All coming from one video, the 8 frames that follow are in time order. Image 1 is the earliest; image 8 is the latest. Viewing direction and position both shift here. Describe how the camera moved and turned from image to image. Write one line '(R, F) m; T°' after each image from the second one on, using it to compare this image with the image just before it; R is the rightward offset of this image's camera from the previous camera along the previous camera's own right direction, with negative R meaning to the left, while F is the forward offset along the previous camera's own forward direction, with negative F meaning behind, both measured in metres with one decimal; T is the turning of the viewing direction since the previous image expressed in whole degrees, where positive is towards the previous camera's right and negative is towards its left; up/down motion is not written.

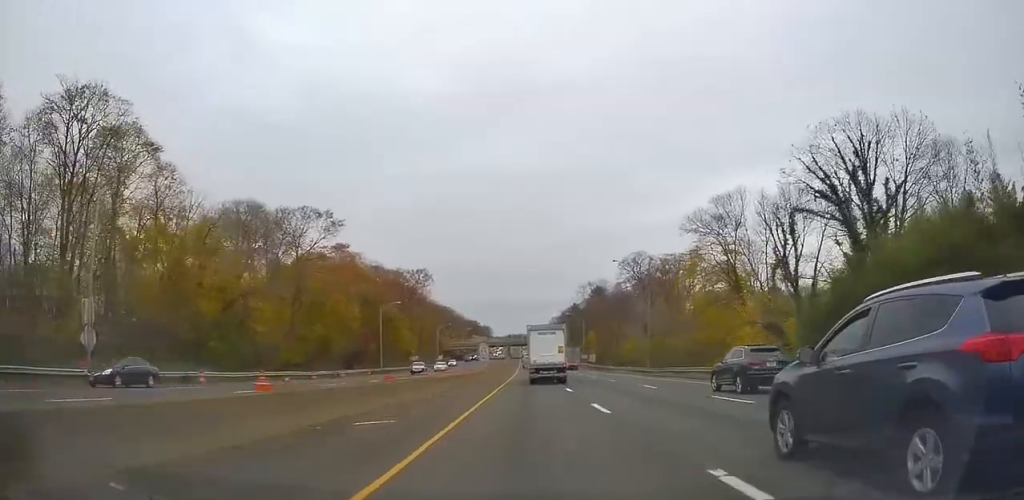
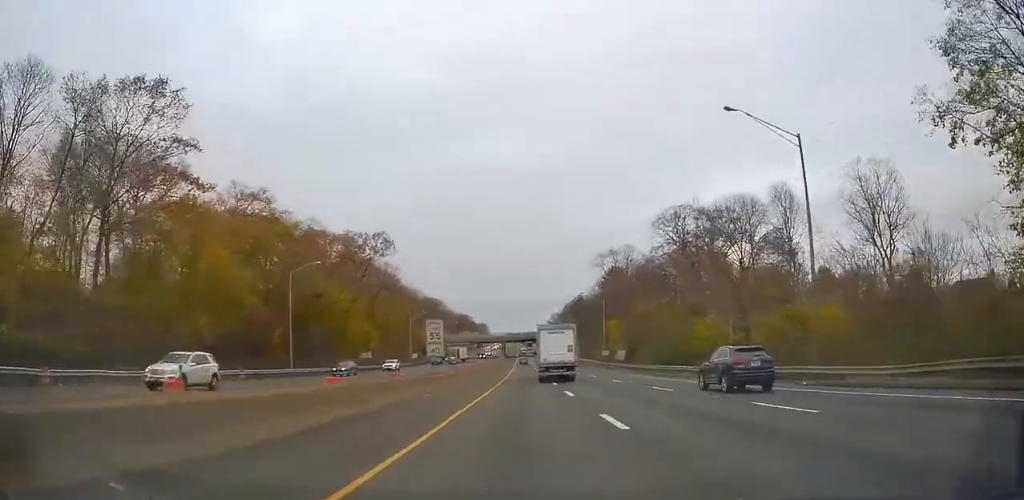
(+0.6, +40.4) m; -1°
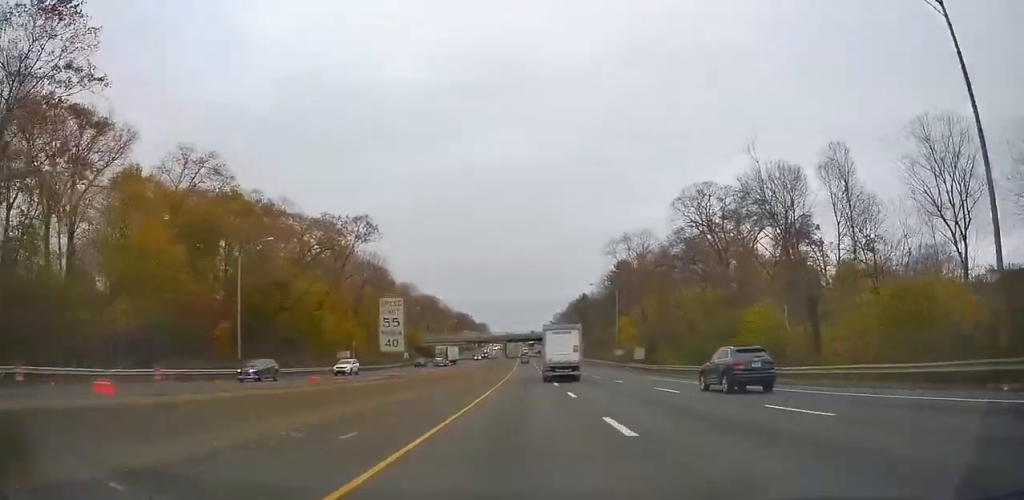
(-0.3, +13.0) m; 0°
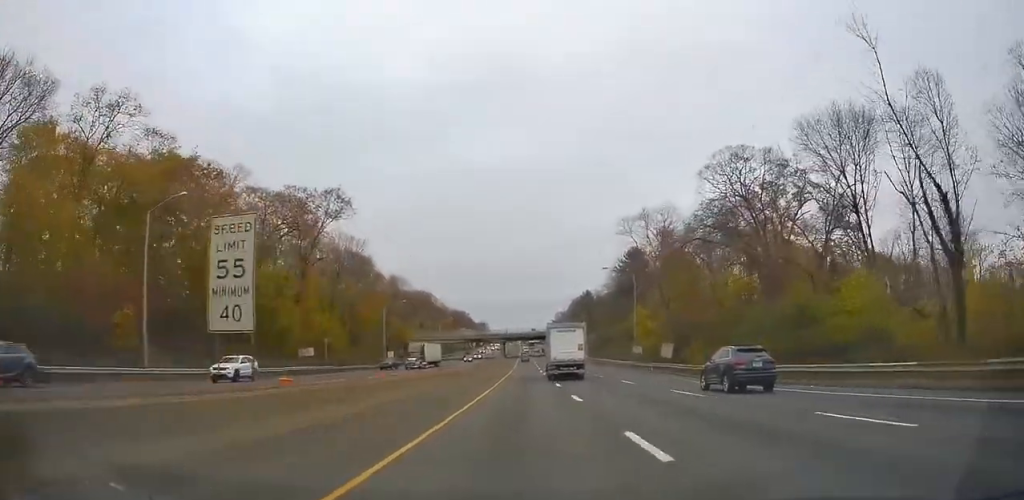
(-0.3, +14.9) m; 0°
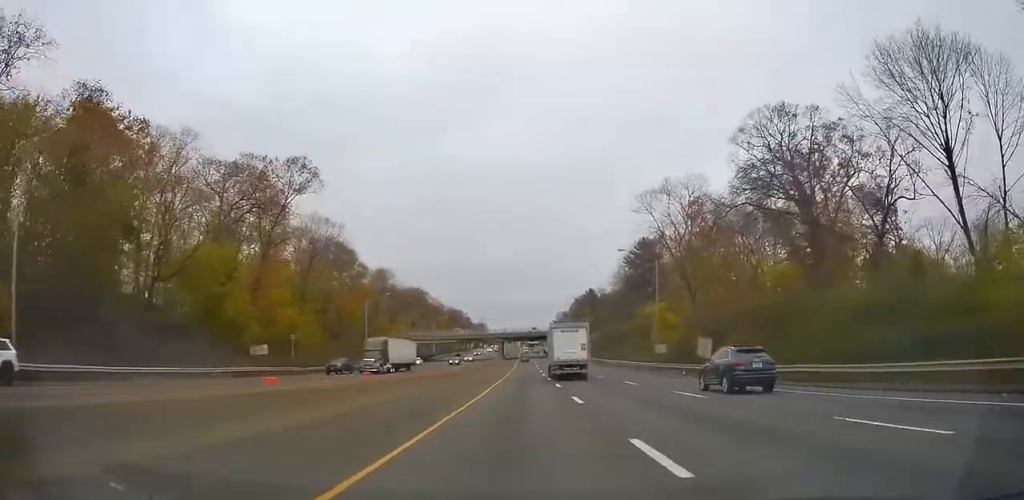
(+0.1, +13.0) m; 0°
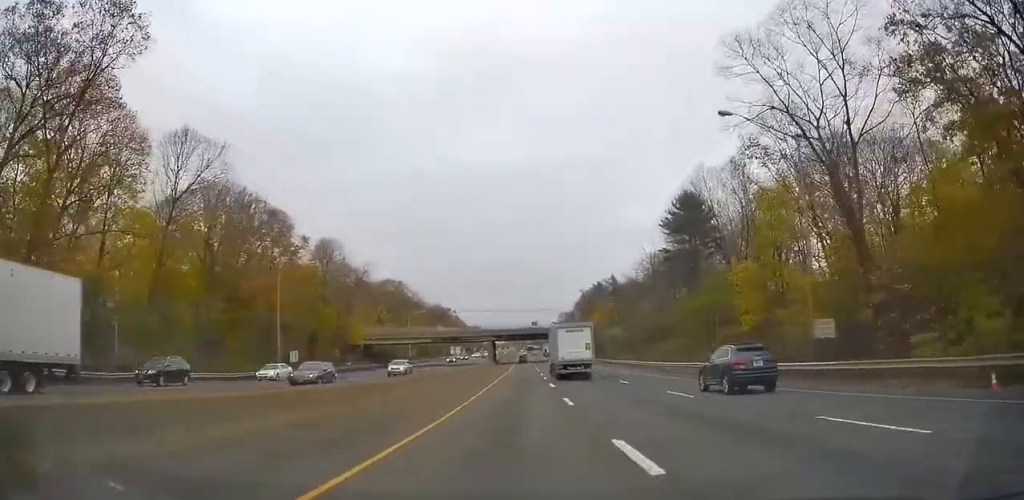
(+0.2, +35.5) m; 0°
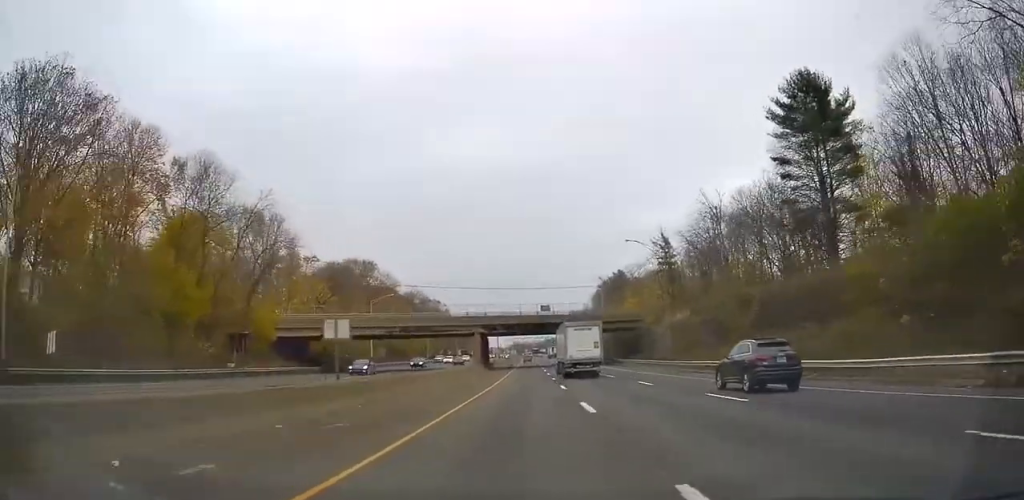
(-0.3, +40.1) m; +1°
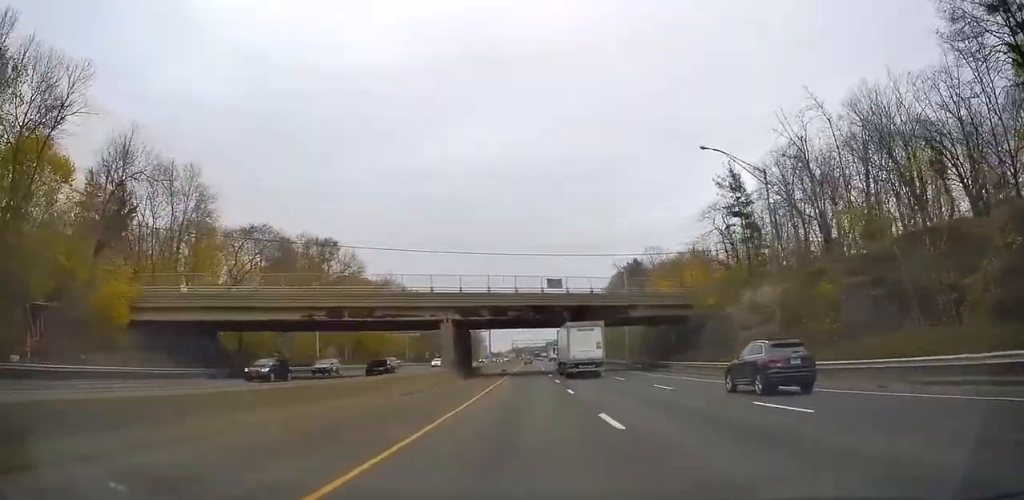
(+0.6, +28.0) m; 0°
